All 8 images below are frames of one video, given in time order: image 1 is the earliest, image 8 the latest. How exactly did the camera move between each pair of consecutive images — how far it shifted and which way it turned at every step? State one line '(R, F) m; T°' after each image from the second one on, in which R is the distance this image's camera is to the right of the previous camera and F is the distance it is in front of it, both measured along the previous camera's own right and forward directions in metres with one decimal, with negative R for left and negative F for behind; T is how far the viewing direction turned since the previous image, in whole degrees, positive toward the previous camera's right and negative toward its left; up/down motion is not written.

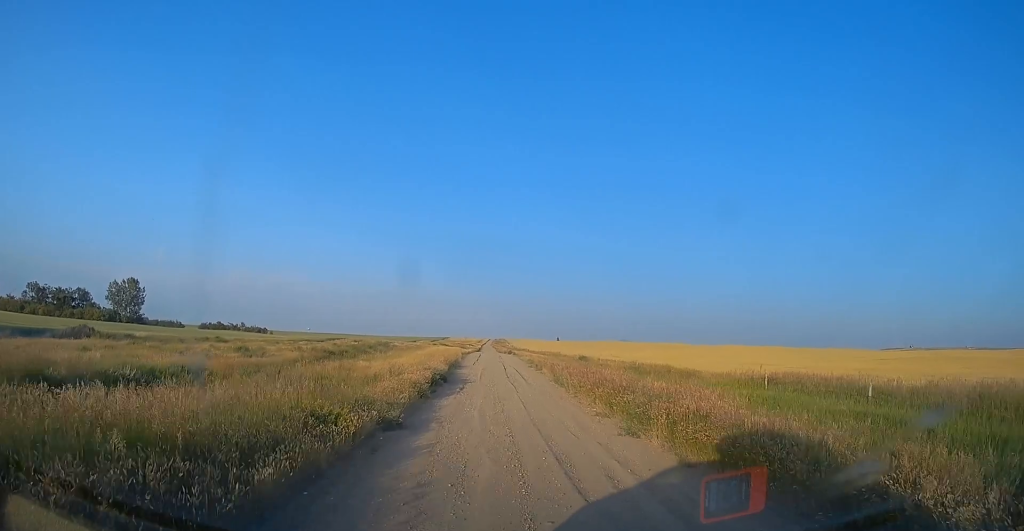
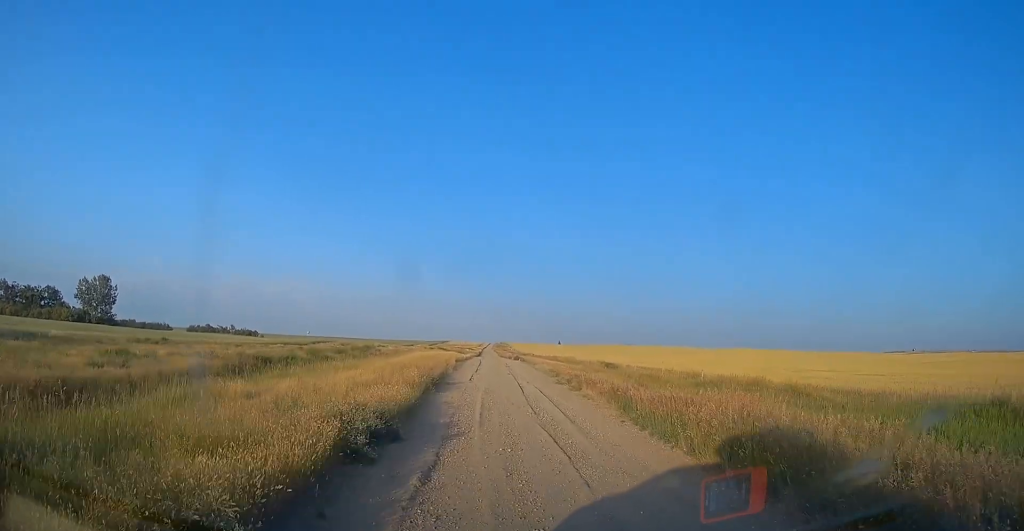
(0.0, +13.5) m; 0°
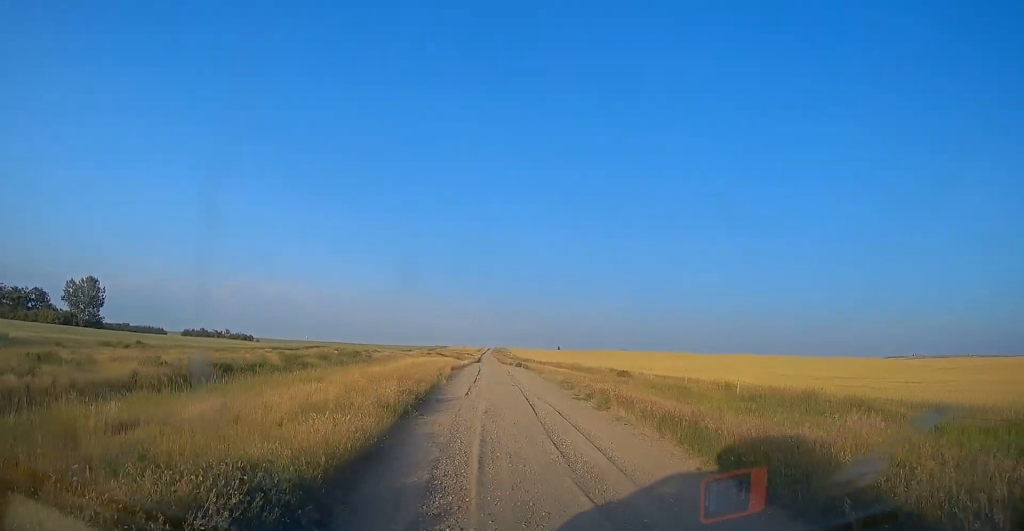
(0.0, +4.8) m; 0°
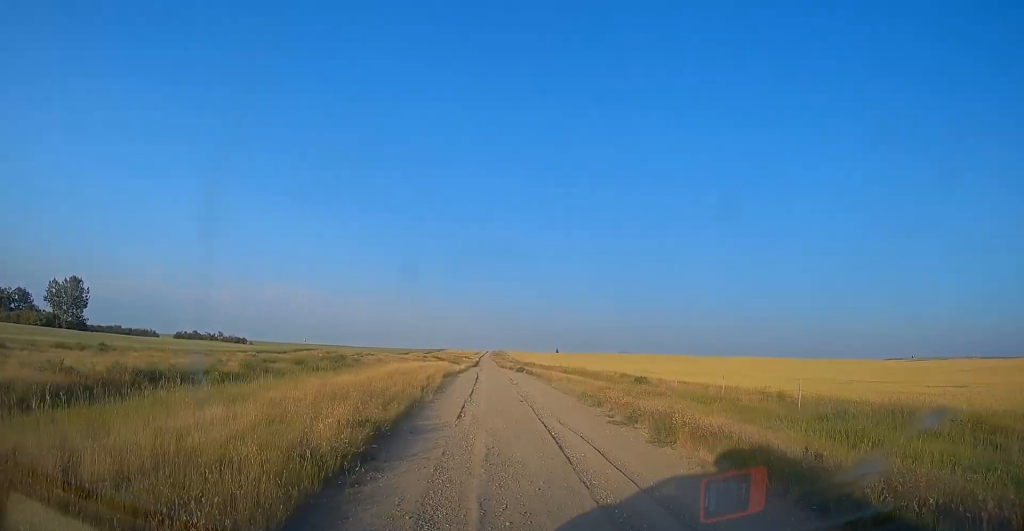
(0.0, +5.8) m; 0°
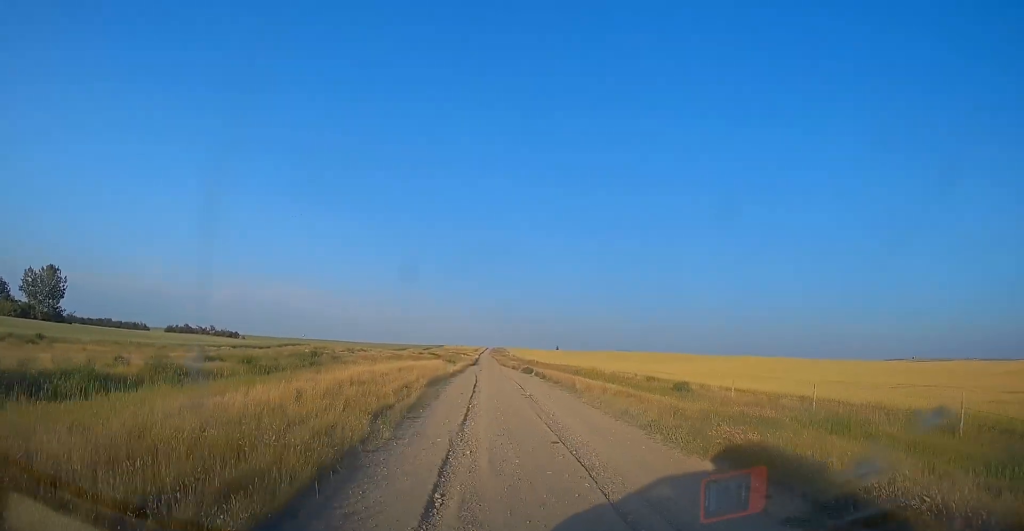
(0.0, +8.6) m; 0°
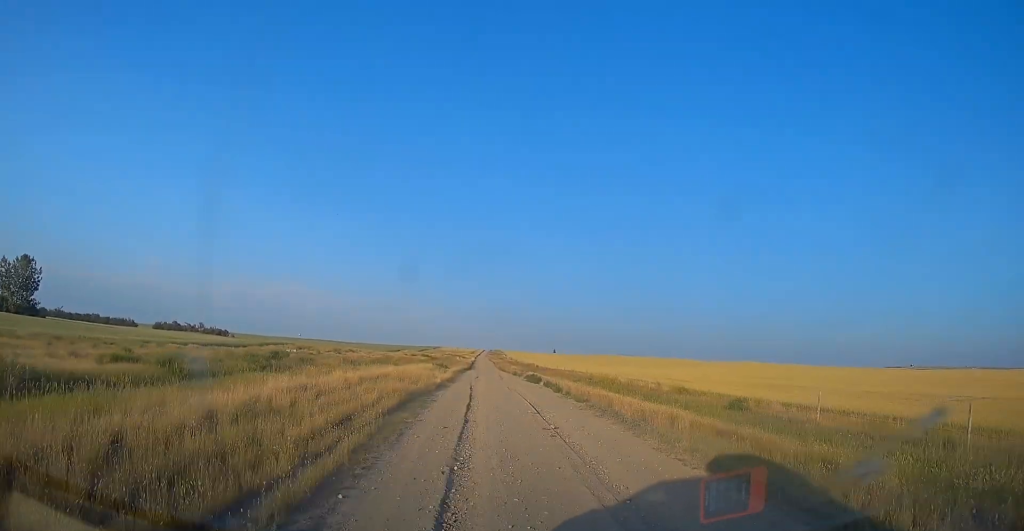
(0.0, +7.9) m; 0°
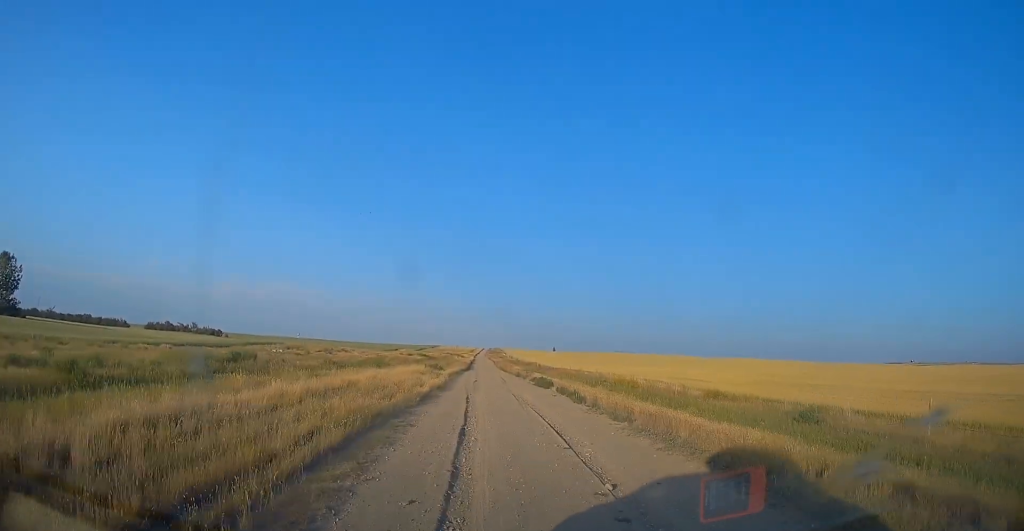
(0.0, +5.9) m; 0°
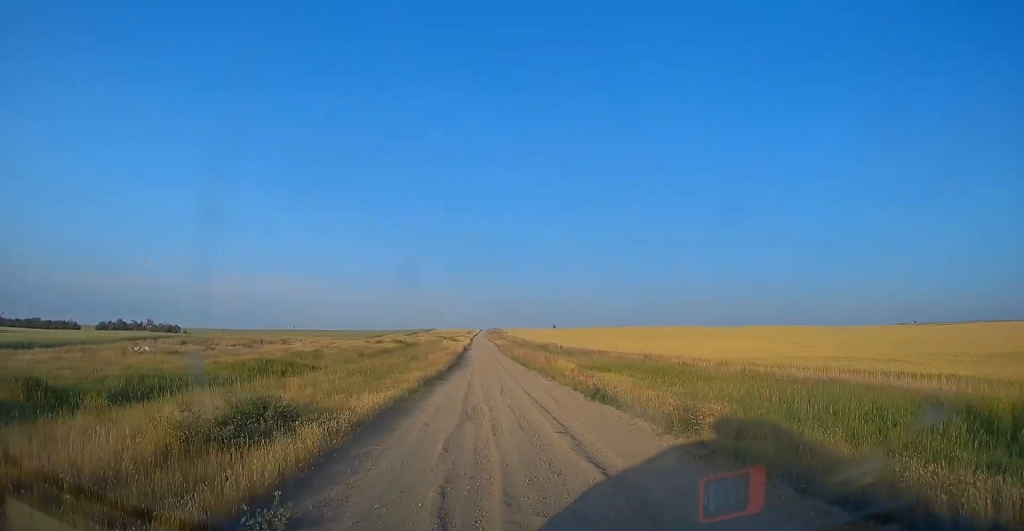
(0.0, +34.6) m; +2°
